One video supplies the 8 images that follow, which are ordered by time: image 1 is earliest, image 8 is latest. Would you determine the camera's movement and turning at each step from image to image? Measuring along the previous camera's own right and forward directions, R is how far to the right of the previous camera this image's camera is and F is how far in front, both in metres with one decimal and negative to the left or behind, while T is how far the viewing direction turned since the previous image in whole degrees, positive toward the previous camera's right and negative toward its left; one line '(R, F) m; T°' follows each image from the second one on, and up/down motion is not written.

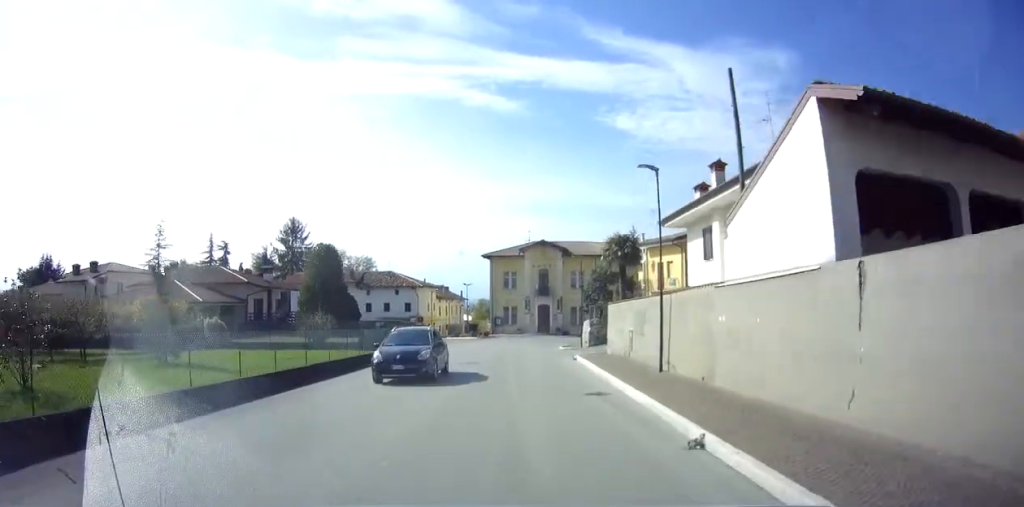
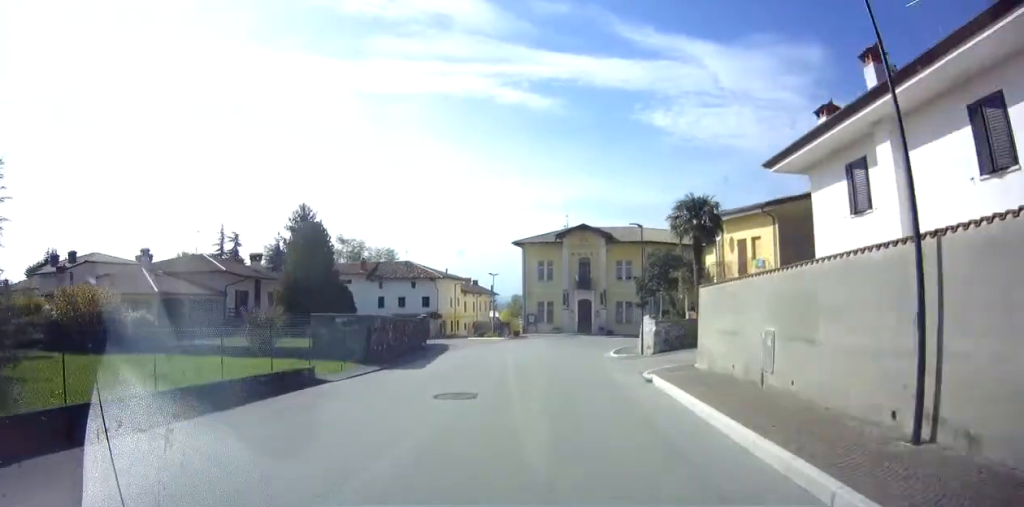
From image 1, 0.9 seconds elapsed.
(-0.2, +9.8) m; -1°
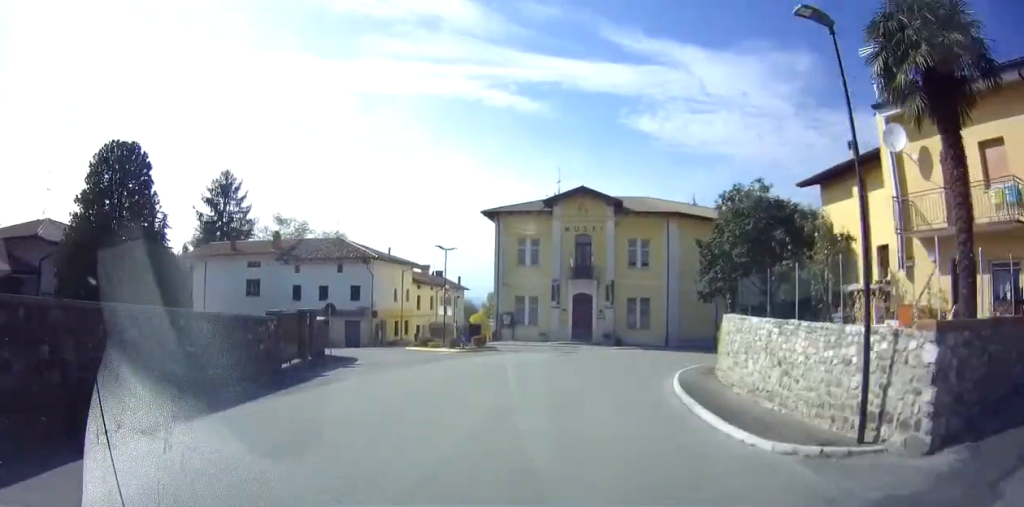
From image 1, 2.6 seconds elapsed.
(0.0, +18.4) m; +1°
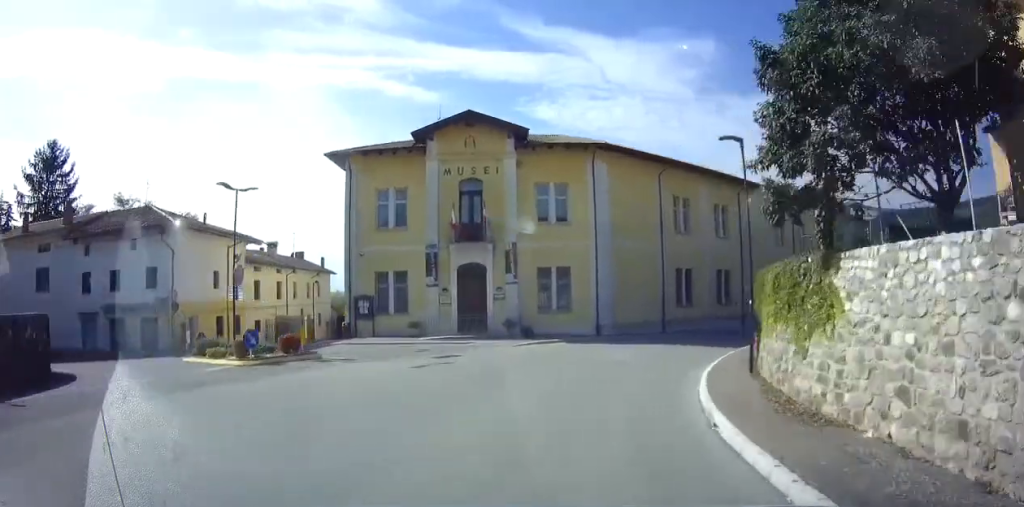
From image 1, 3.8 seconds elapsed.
(+0.7, +13.3) m; +9°
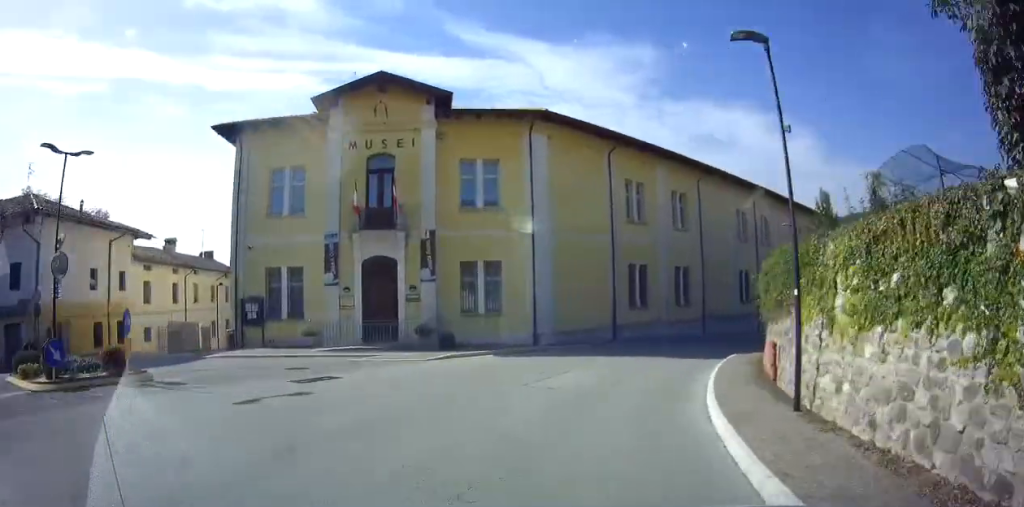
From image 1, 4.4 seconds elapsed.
(+0.2, +5.7) m; +6°
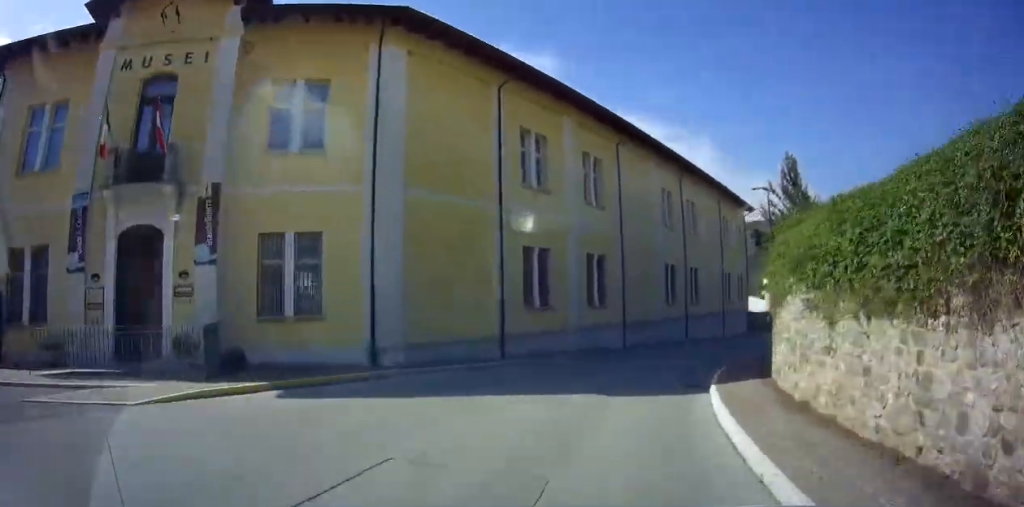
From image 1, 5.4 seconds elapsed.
(+0.8, +9.4) m; +13°
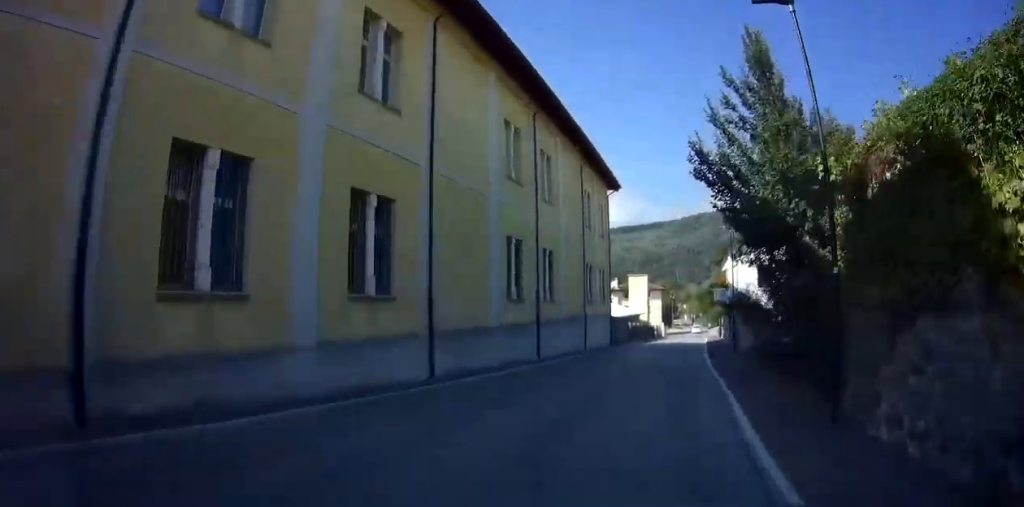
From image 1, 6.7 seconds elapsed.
(+2.3, +12.3) m; +17°
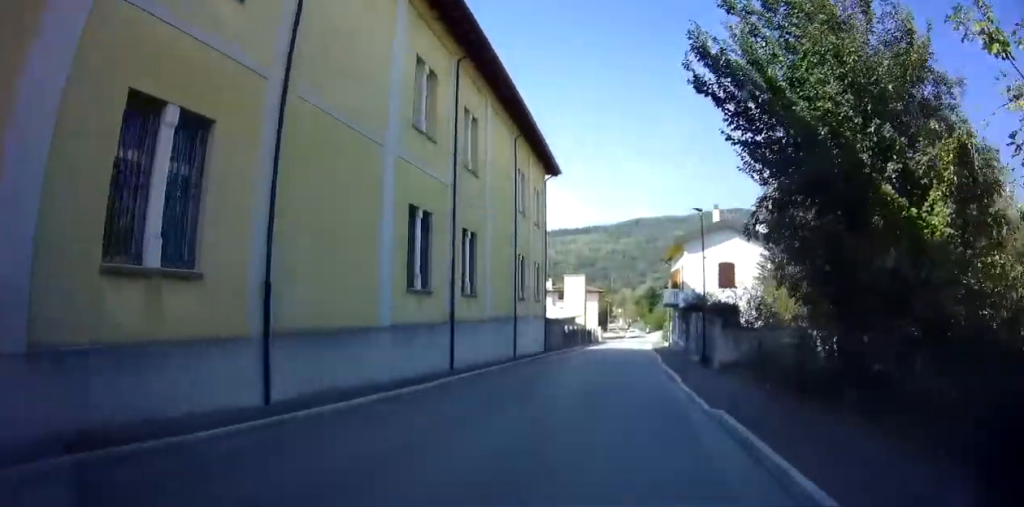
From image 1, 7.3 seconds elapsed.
(0.0, +5.0) m; +6°
